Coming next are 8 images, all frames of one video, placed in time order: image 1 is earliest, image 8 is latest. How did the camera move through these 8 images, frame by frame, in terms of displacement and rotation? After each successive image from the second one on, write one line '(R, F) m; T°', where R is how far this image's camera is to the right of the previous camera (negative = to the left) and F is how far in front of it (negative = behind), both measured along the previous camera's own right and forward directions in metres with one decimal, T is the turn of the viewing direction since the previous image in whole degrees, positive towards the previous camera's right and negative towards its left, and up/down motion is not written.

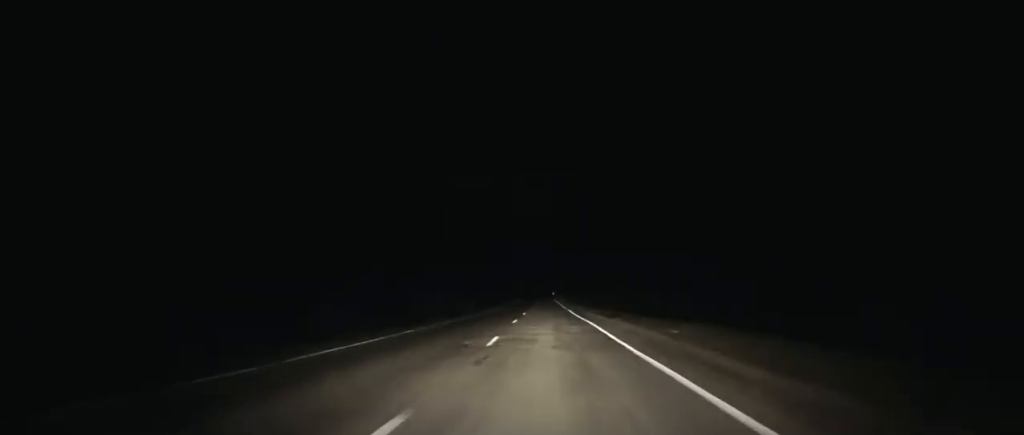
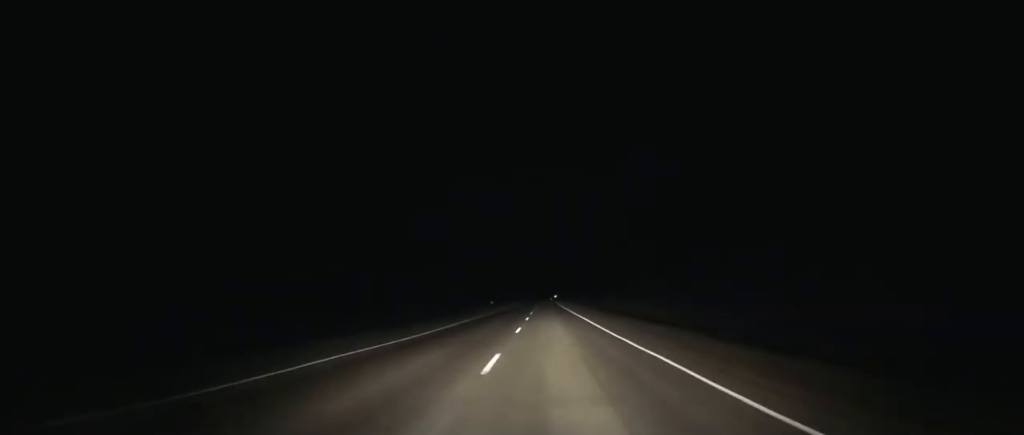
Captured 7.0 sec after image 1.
(-0.2, +188.6) m; 0°
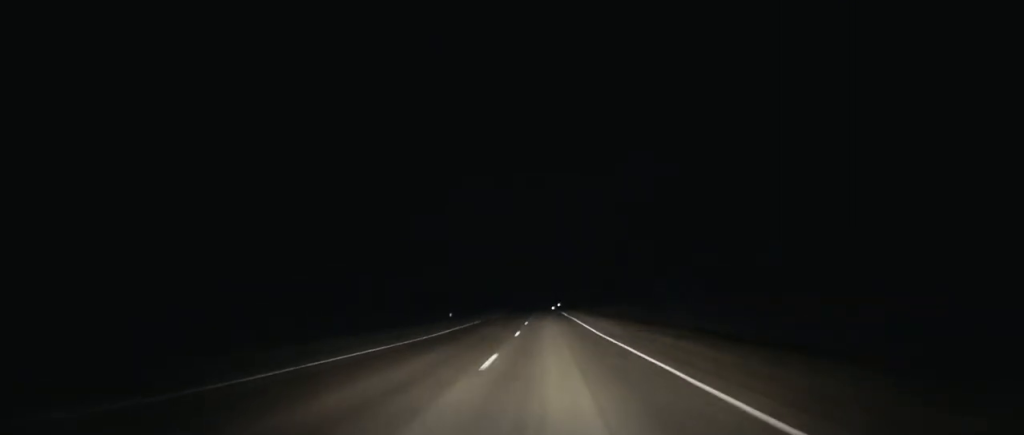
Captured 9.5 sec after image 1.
(+0.3, +68.6) m; 0°
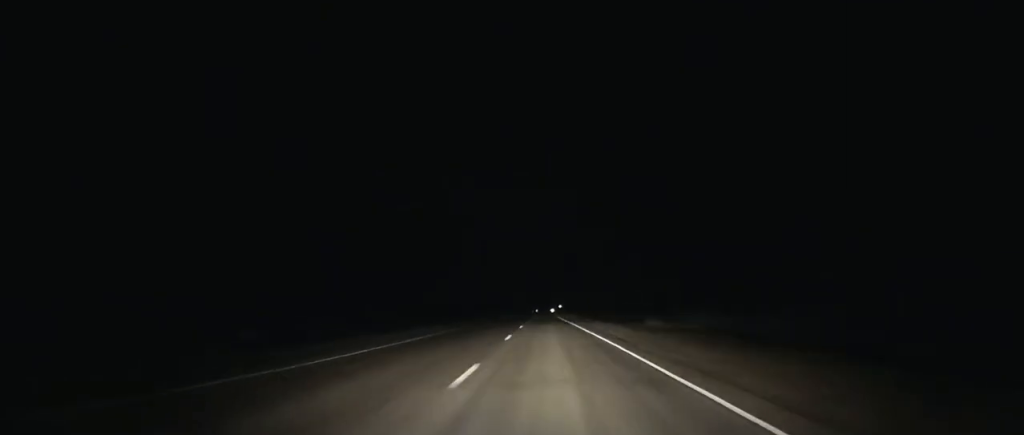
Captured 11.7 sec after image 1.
(-0.1, +62.6) m; 0°
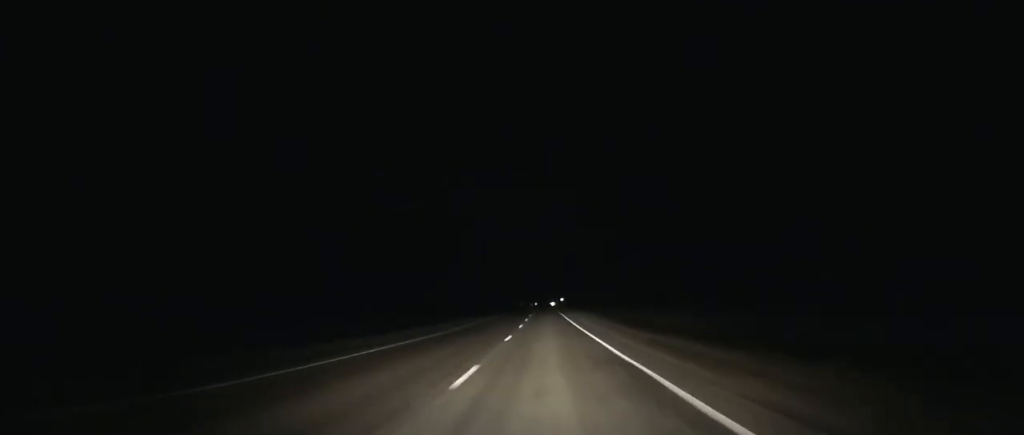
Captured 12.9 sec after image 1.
(0.0, +36.1) m; 0°
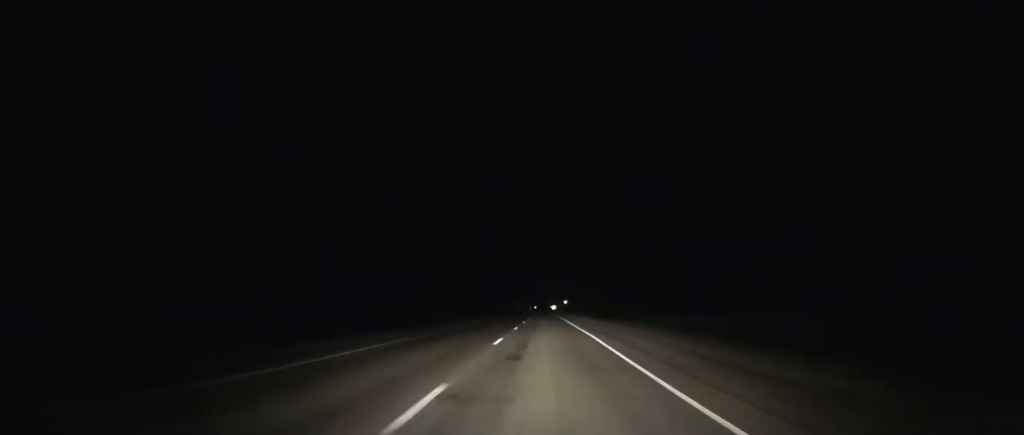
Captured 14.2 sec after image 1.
(0.0, +40.5) m; 0°
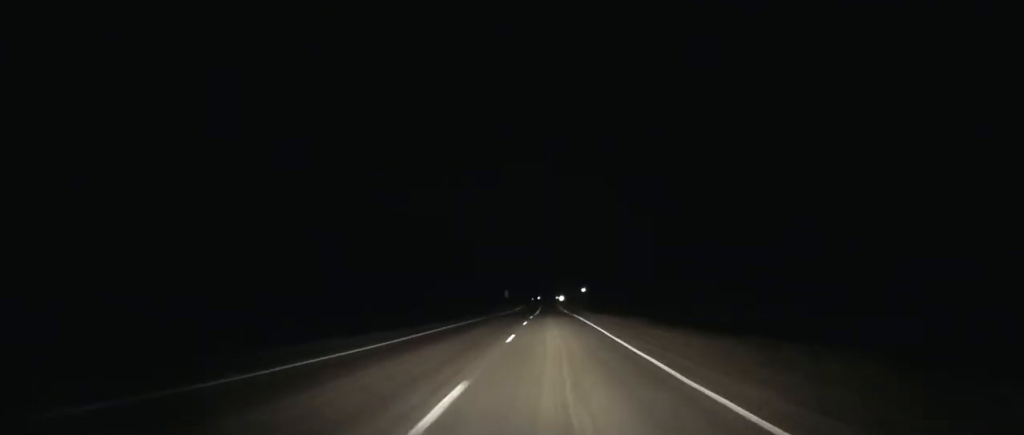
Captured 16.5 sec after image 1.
(-0.1, +72.5) m; 0°
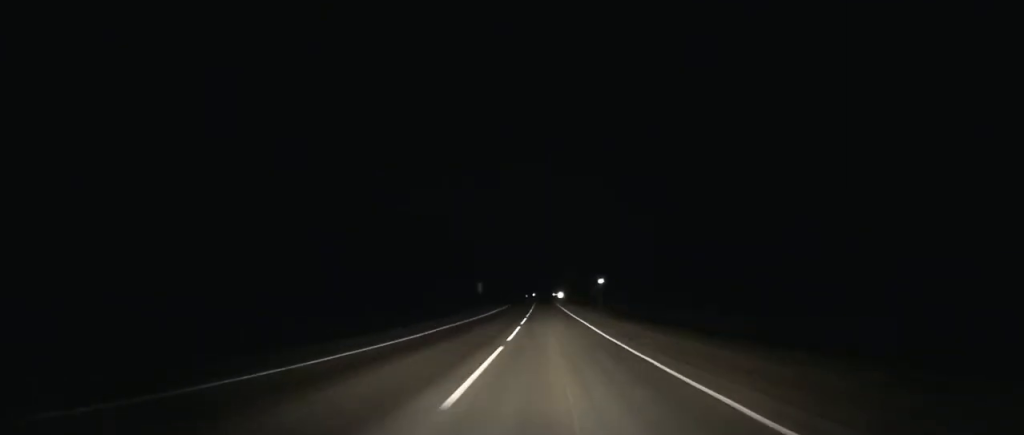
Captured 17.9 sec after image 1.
(-0.1, +44.5) m; 0°
